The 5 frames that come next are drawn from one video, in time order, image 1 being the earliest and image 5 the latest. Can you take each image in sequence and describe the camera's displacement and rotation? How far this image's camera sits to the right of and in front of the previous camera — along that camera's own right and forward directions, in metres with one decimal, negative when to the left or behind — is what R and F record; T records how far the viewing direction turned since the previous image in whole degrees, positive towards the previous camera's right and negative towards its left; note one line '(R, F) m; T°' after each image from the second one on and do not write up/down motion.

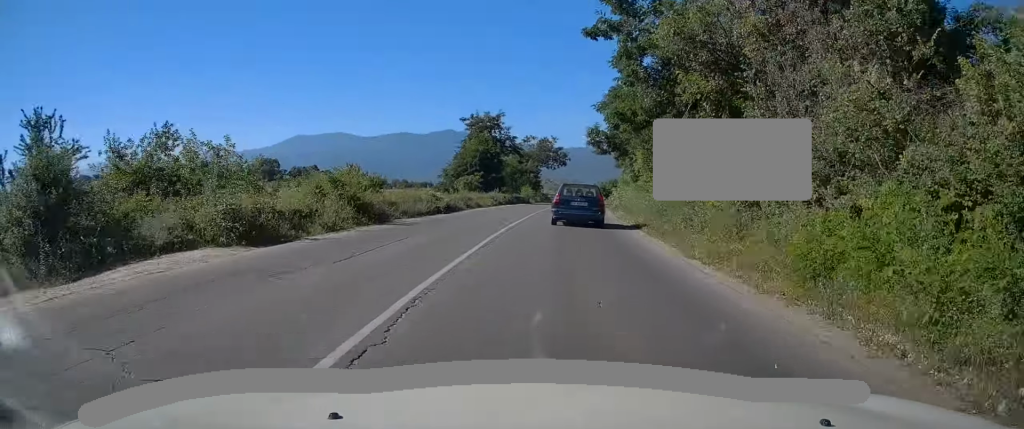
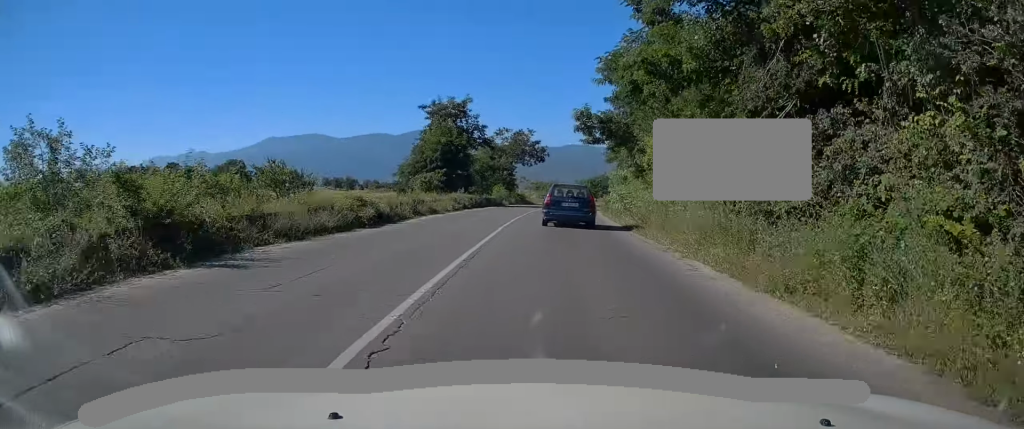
(0.0, +9.8) m; +1°
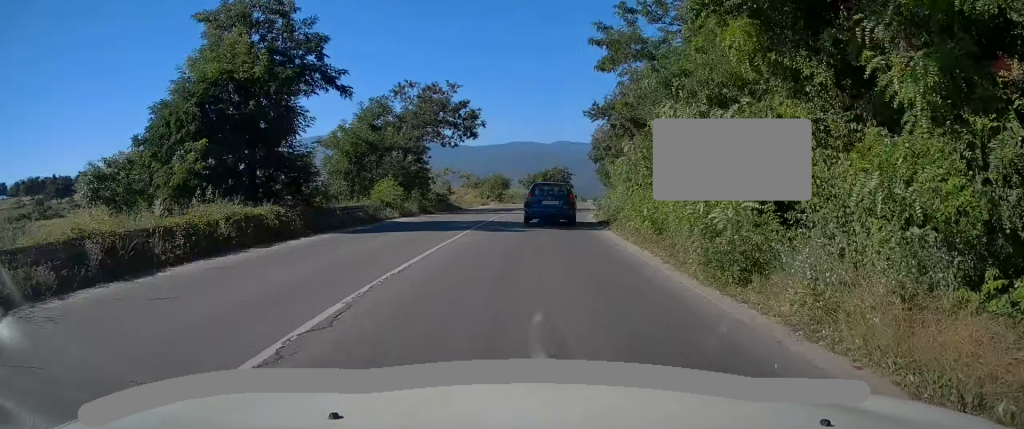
(+1.5, +28.6) m; +5°
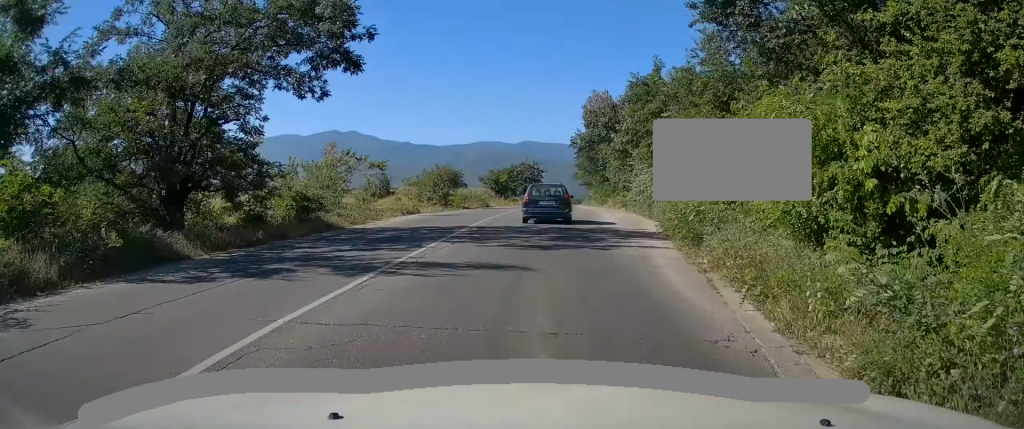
(+0.6, +23.0) m; +3°
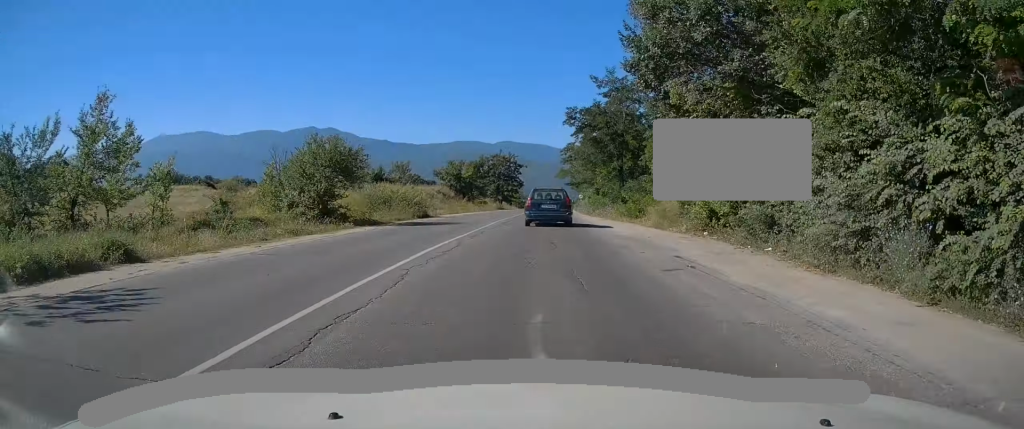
(+0.5, +26.2) m; +2°
